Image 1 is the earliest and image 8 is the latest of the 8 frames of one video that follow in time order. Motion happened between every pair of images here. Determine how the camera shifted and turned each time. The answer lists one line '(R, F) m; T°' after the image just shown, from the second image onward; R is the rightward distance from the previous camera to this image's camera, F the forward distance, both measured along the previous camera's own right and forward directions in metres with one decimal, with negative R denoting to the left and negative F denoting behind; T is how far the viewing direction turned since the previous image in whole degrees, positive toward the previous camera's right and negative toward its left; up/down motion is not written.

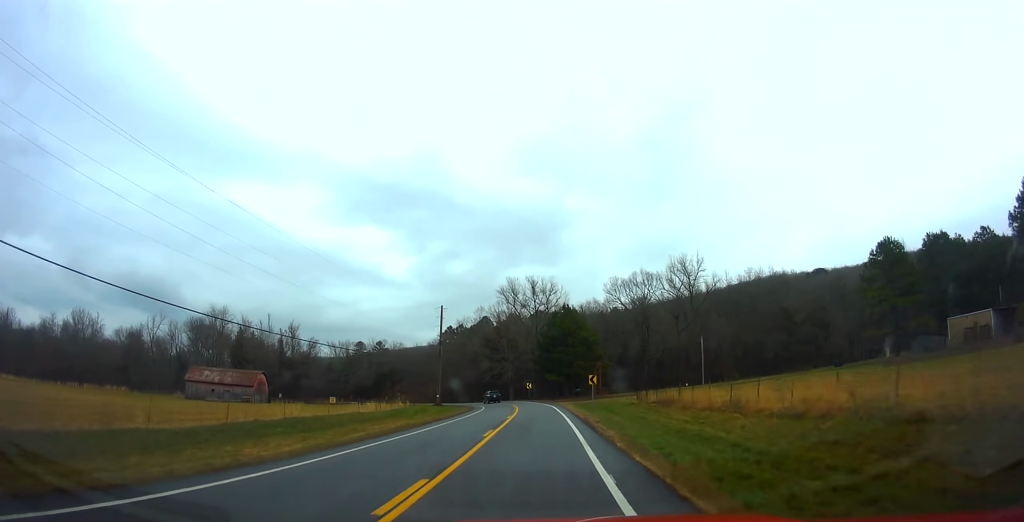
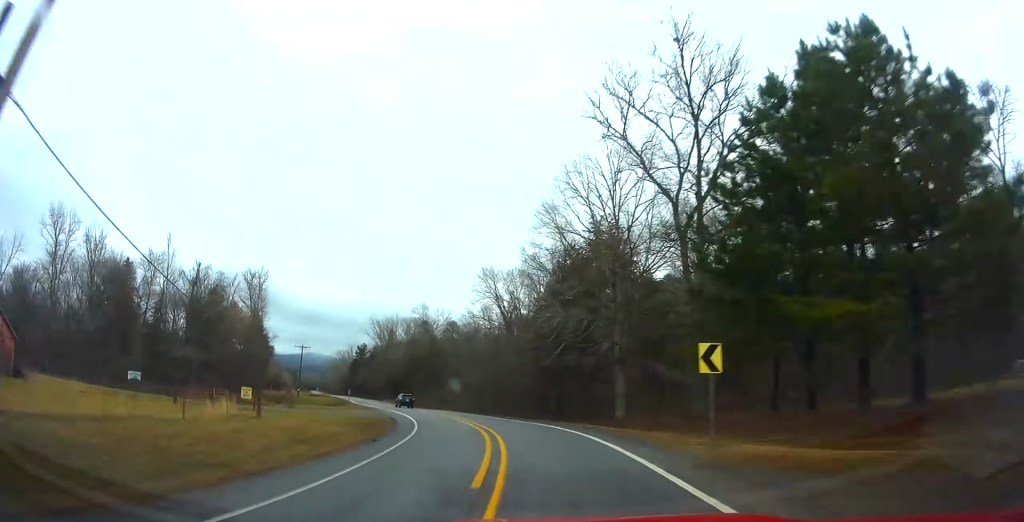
(-2.7, +64.7) m; -10°
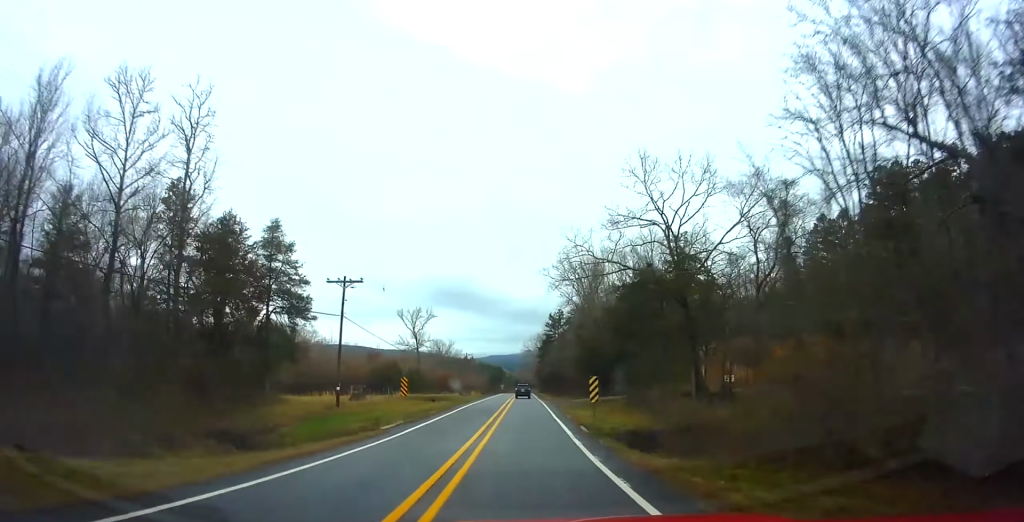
(-9.9, +68.5) m; -16°
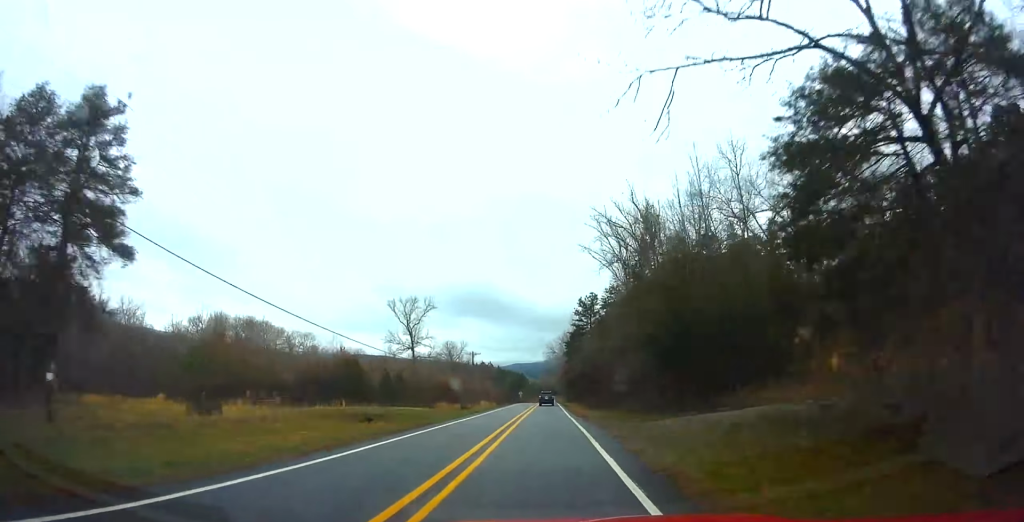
(-2.5, +30.5) m; -6°
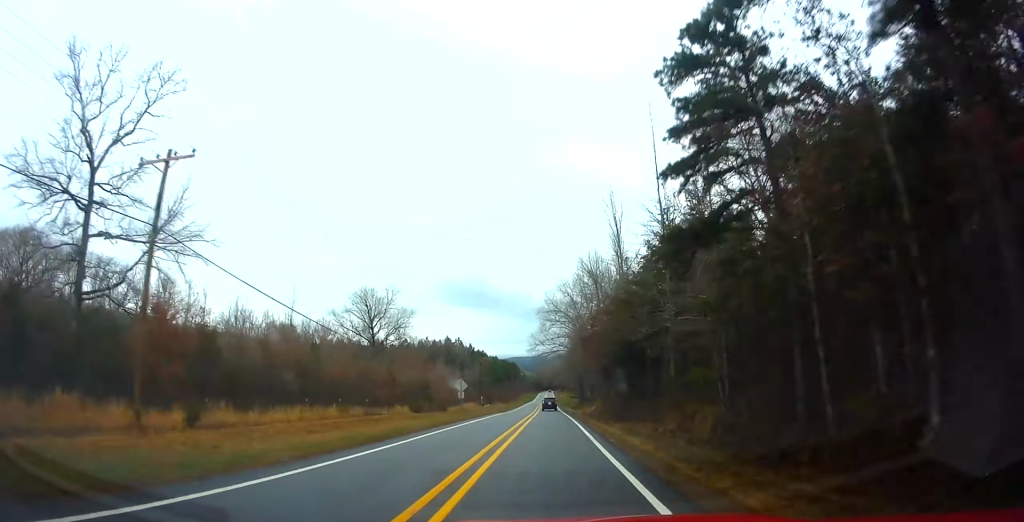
(-6.9, +91.3) m; -5°
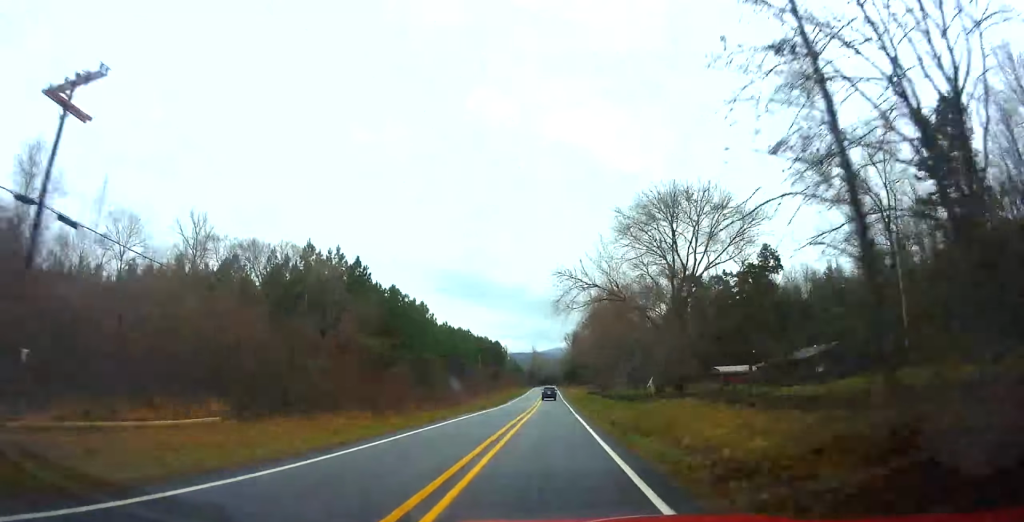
(+0.9, +105.3) m; +1°
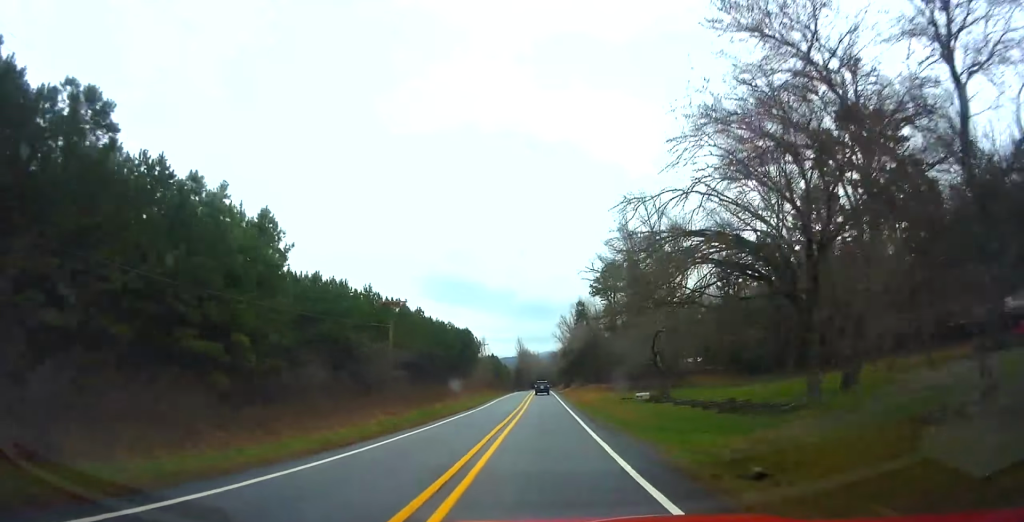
(0.0, +62.7) m; 0°
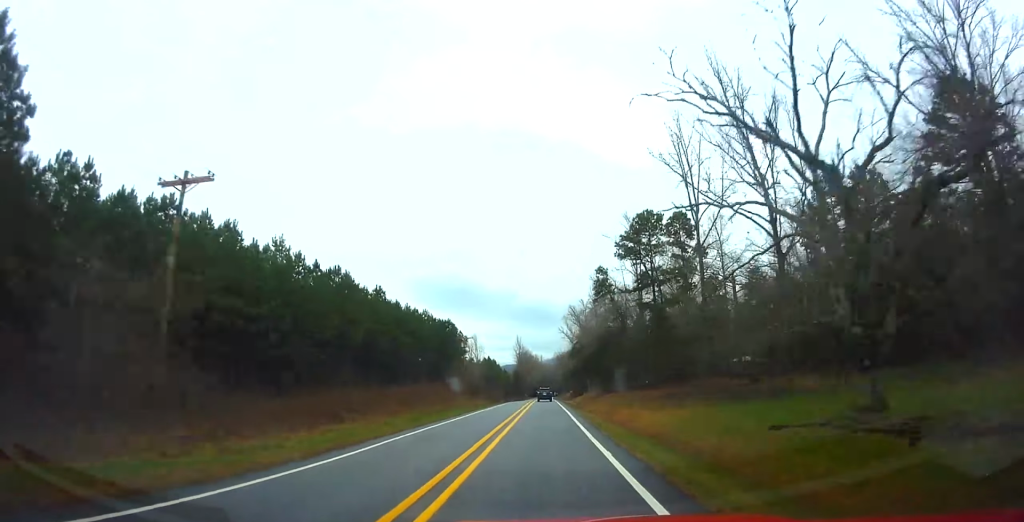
(0.0, +36.2) m; 0°
